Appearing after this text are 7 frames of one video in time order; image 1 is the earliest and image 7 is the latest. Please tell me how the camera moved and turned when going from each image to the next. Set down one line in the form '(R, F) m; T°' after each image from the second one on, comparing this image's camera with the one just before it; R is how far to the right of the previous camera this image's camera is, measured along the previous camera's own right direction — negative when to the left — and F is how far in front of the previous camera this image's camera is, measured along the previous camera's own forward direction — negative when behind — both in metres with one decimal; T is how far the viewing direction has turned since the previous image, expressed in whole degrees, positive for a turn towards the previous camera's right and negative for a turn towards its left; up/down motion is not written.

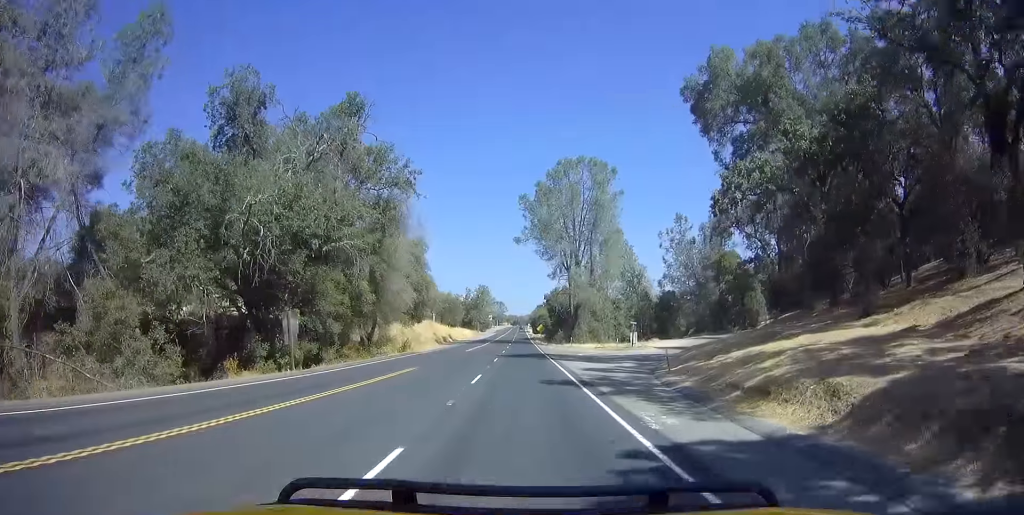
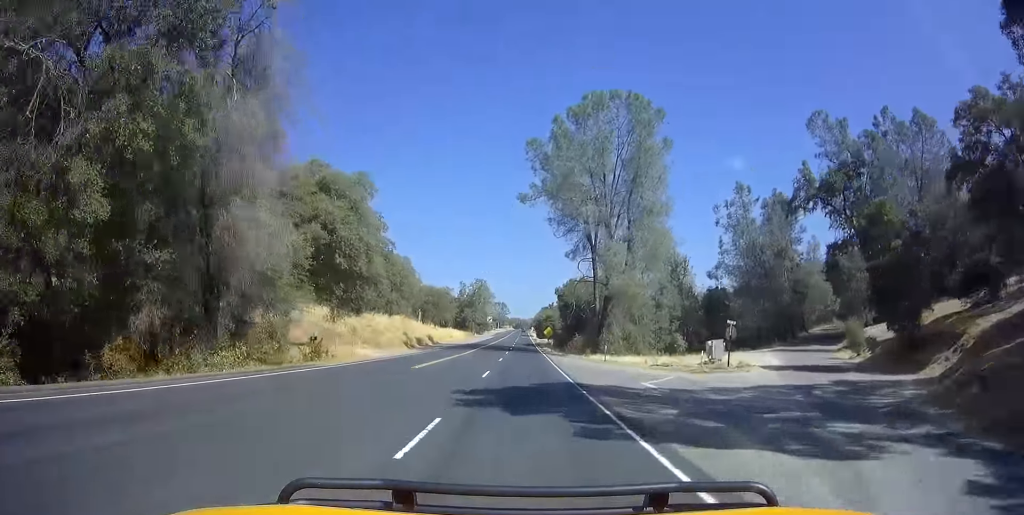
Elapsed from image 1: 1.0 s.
(-0.1, +26.1) m; +2°
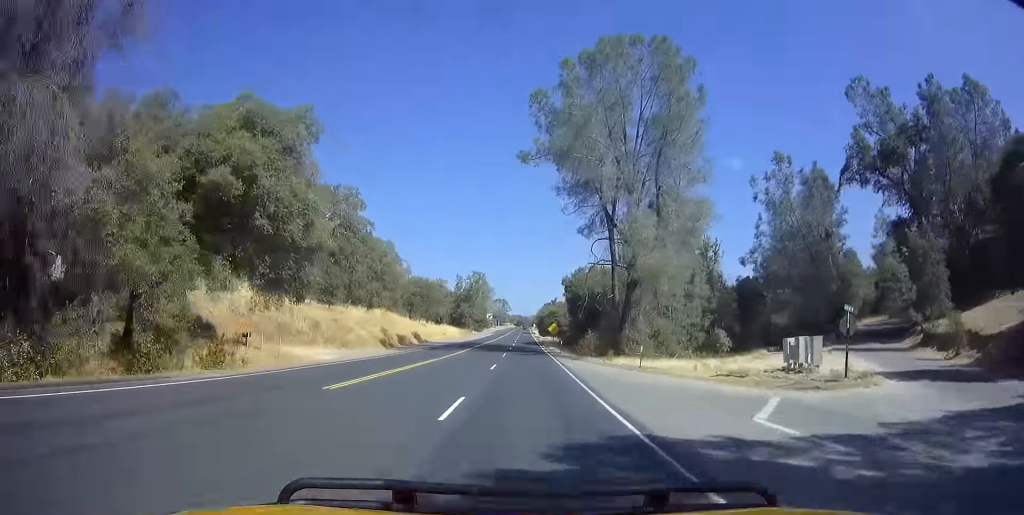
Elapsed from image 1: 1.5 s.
(+0.6, +11.9) m; +1°
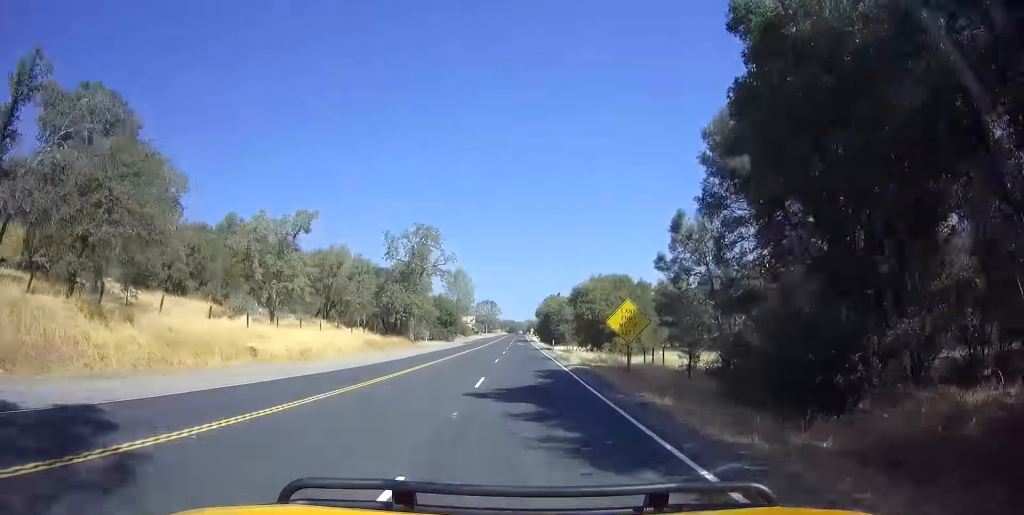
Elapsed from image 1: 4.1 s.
(-0.9, +65.7) m; -1°
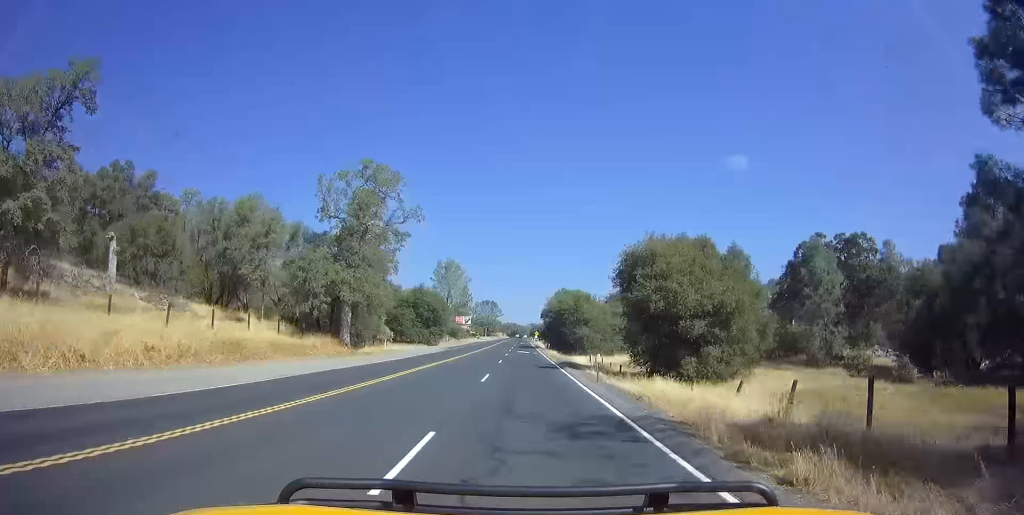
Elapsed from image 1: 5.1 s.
(0.0, +26.2) m; 0°
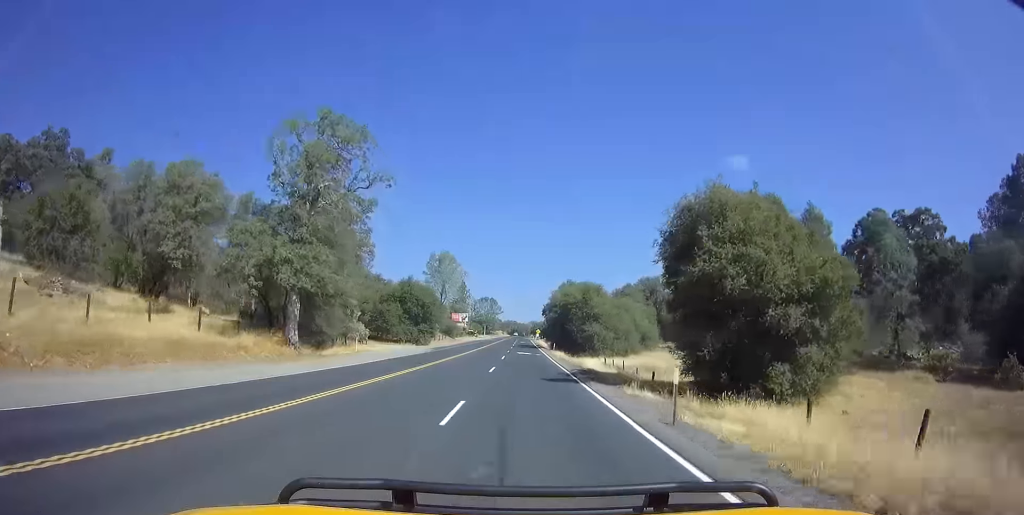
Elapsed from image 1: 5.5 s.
(0.0, +10.1) m; 0°
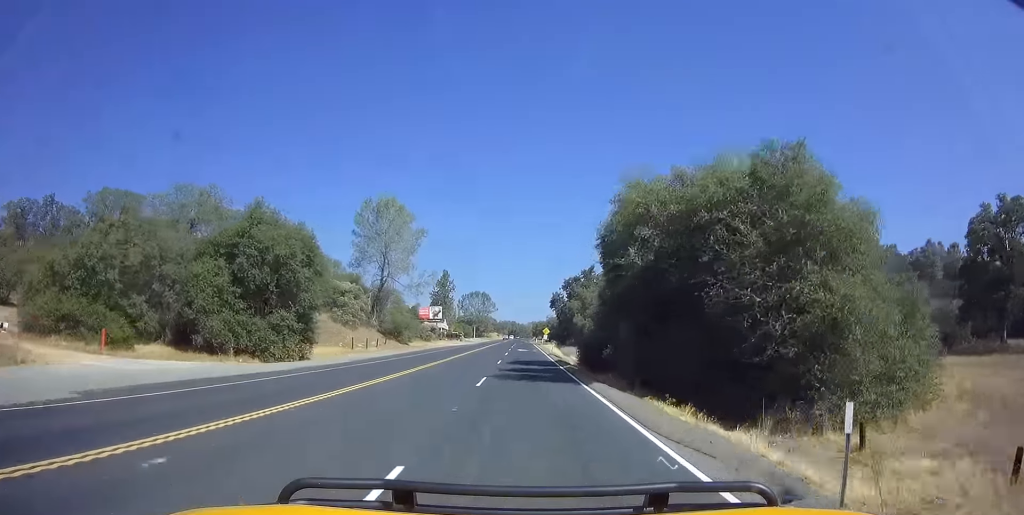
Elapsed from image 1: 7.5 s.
(0.0, +50.6) m; 0°
